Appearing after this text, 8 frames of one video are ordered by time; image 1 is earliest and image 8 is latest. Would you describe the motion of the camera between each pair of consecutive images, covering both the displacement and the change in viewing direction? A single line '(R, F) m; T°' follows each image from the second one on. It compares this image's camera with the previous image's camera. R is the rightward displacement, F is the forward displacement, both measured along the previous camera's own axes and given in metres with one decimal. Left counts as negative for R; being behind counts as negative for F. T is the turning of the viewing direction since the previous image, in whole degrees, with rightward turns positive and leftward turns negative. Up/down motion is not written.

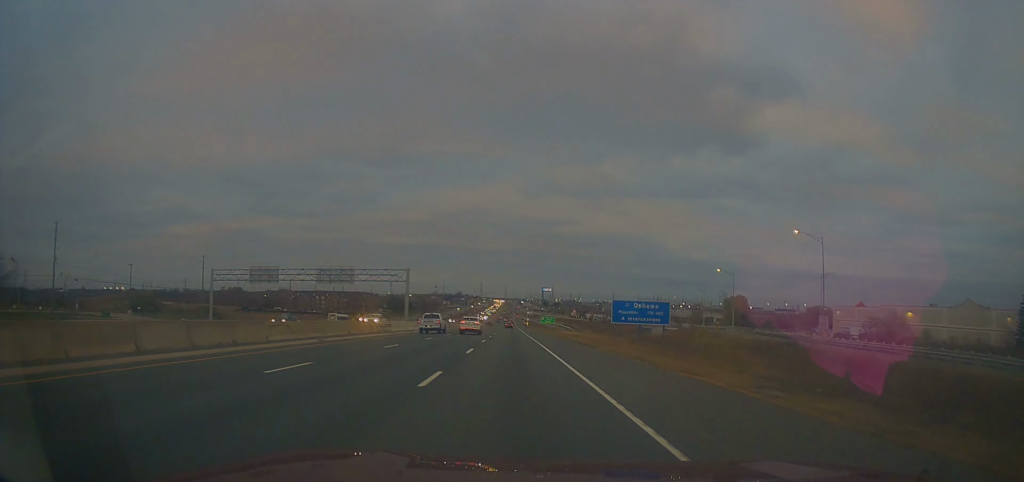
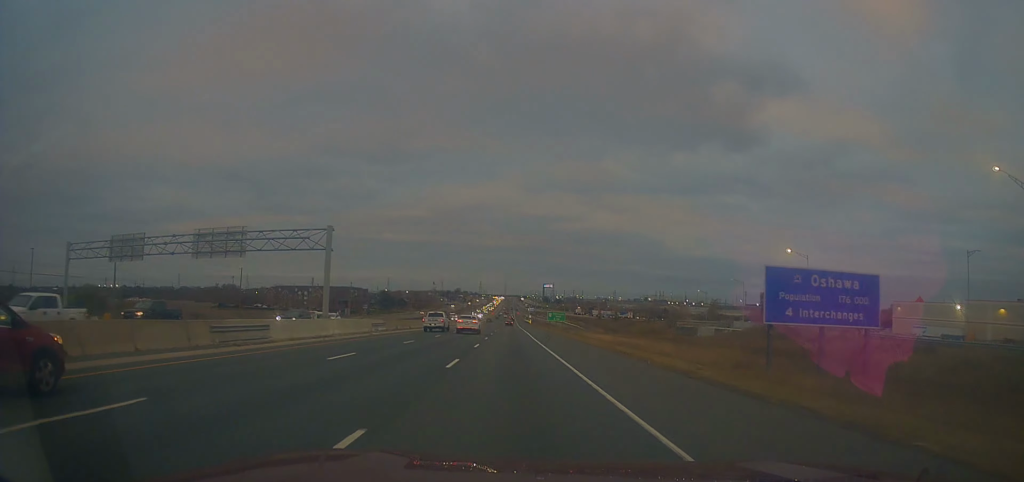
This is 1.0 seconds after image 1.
(+0.5, +32.4) m; 0°
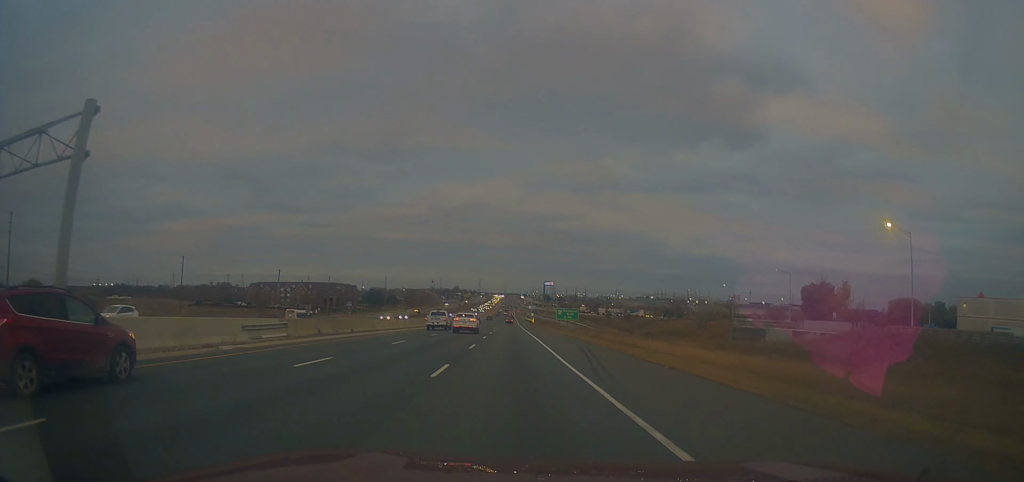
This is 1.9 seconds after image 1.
(-0.5, +27.2) m; -1°
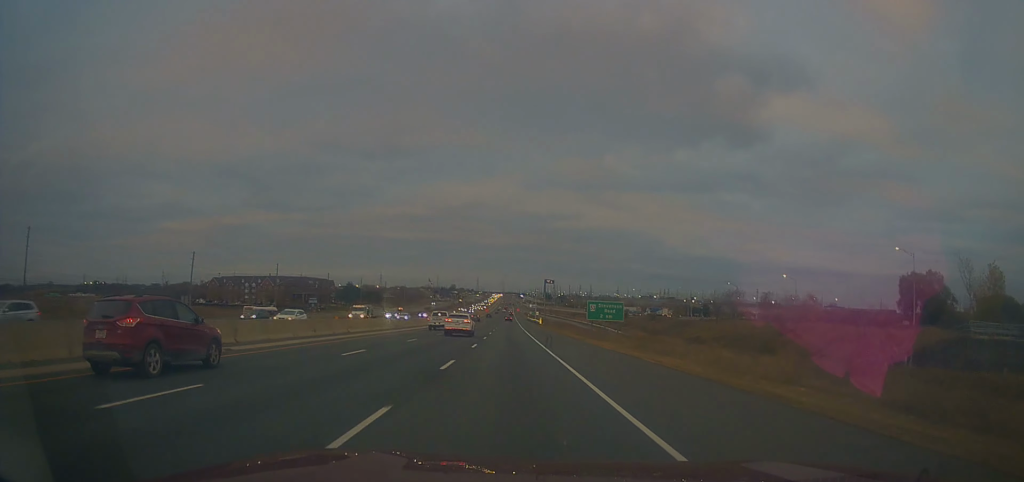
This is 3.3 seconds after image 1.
(+0.4, +44.8) m; +1°
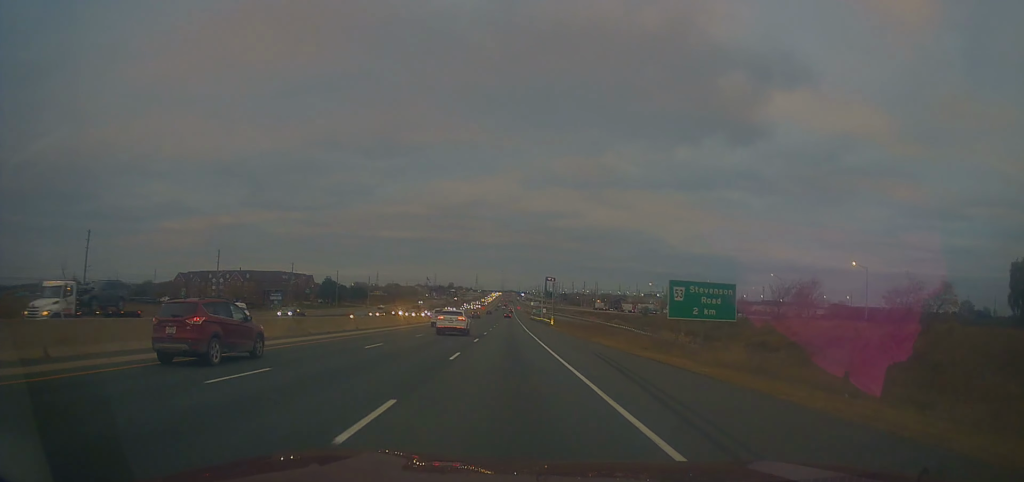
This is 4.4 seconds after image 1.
(+0.4, +33.3) m; 0°
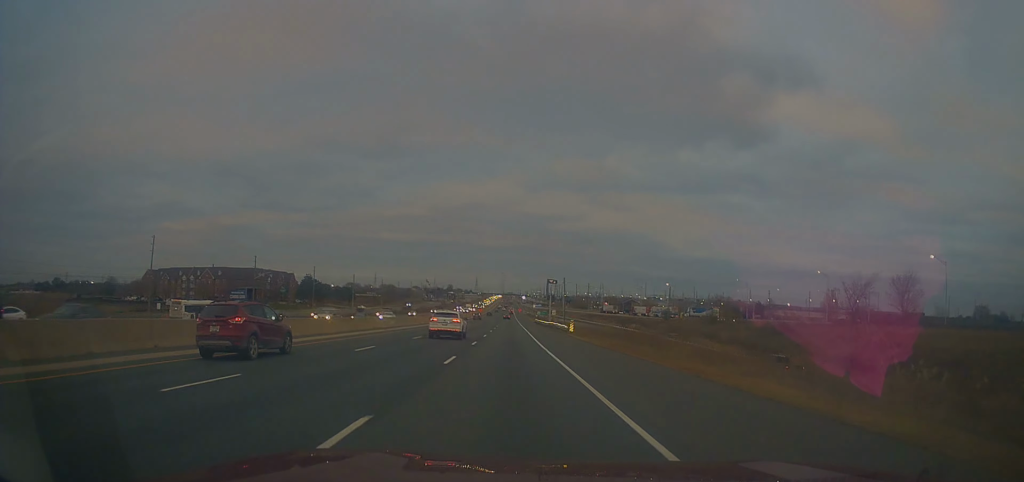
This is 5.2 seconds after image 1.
(-0.1, +26.0) m; 0°
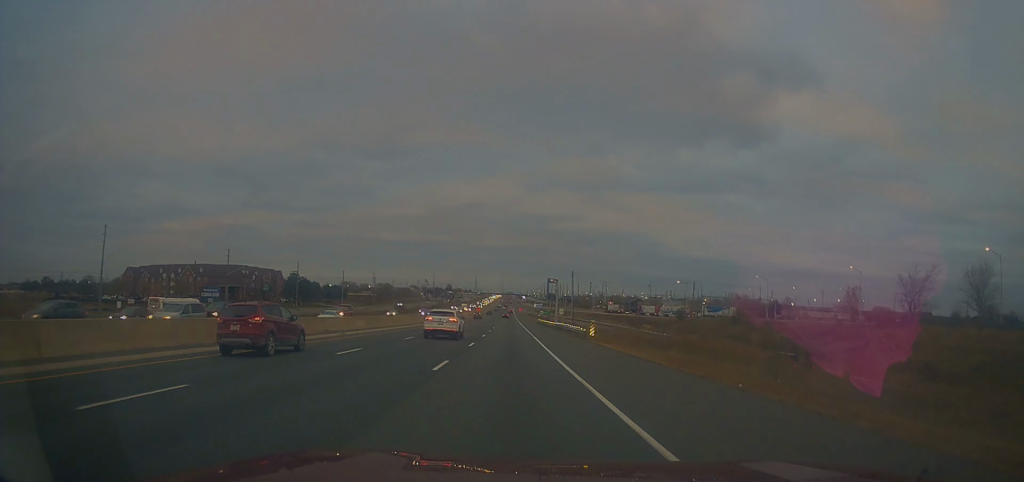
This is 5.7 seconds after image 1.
(-0.3, +14.6) m; 0°
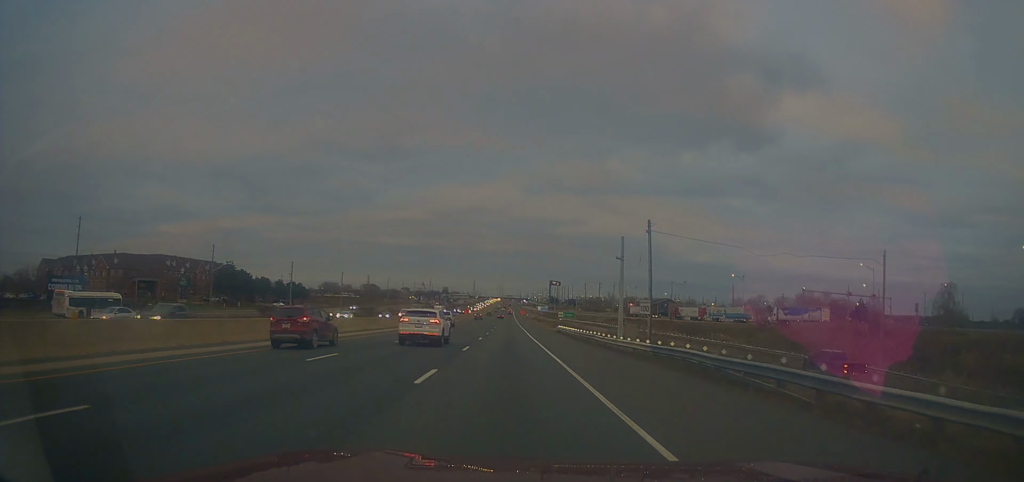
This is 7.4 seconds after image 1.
(+0.6, +51.7) m; 0°
